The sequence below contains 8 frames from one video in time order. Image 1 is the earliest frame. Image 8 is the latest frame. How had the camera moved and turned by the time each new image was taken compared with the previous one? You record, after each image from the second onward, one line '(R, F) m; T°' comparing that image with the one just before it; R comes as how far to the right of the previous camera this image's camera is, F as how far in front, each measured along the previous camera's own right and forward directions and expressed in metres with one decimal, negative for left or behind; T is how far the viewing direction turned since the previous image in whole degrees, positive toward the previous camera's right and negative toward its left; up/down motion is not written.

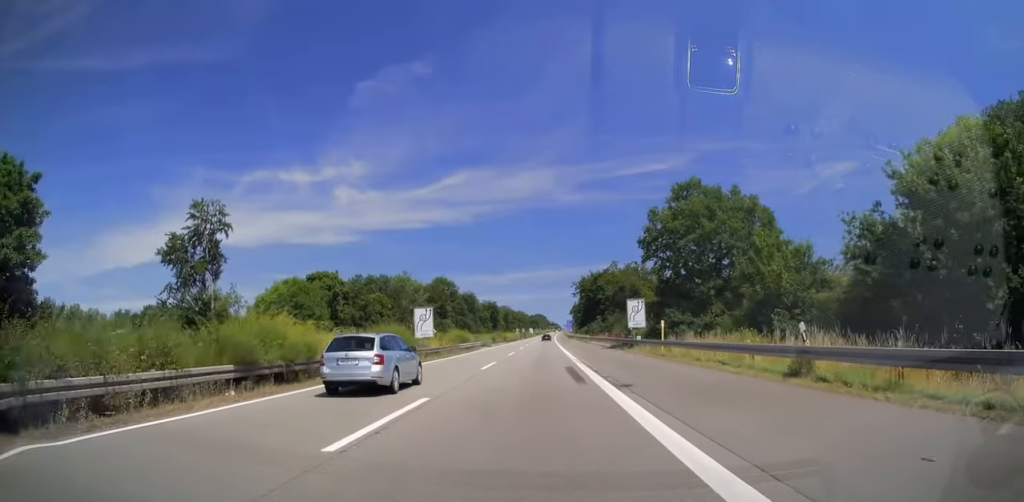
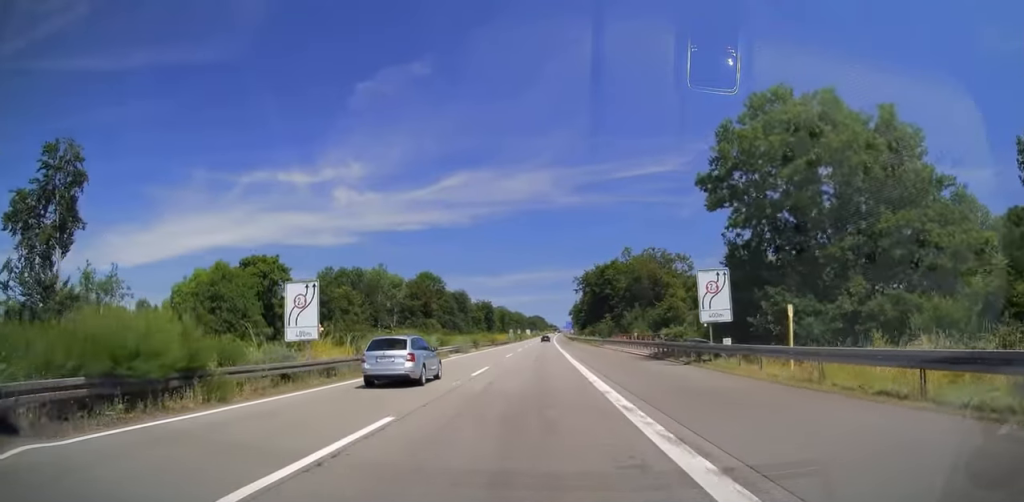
(-0.2, +20.9) m; 0°
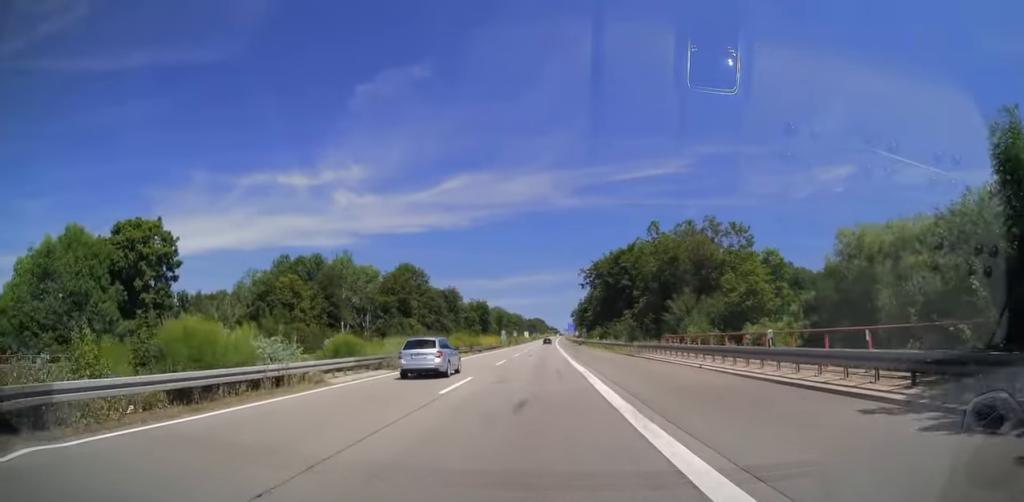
(+0.4, +24.6) m; +1°
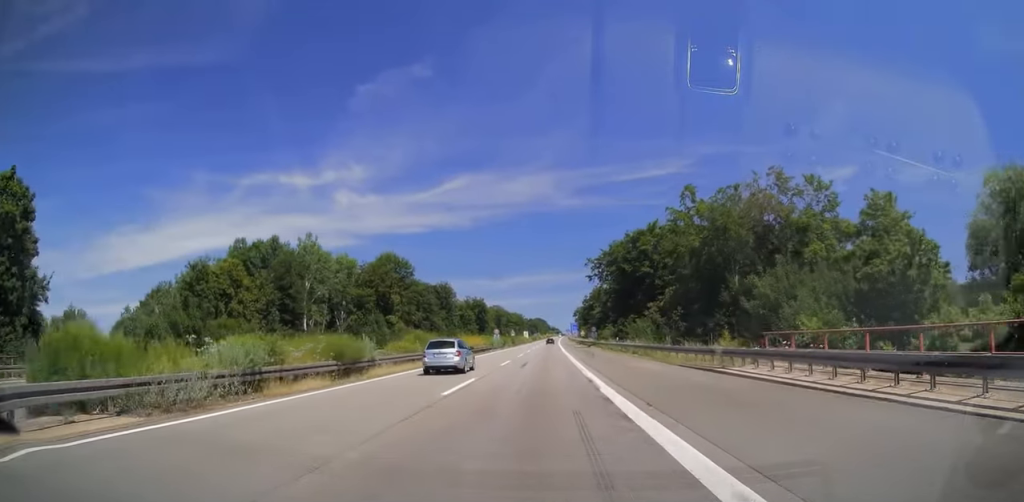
(0.0, +18.1) m; 0°
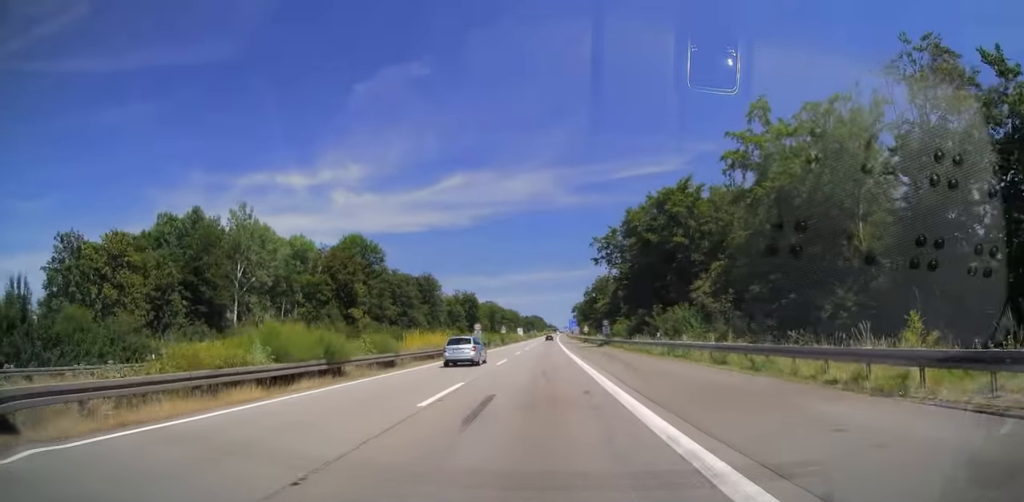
(-0.1, +21.1) m; -1°
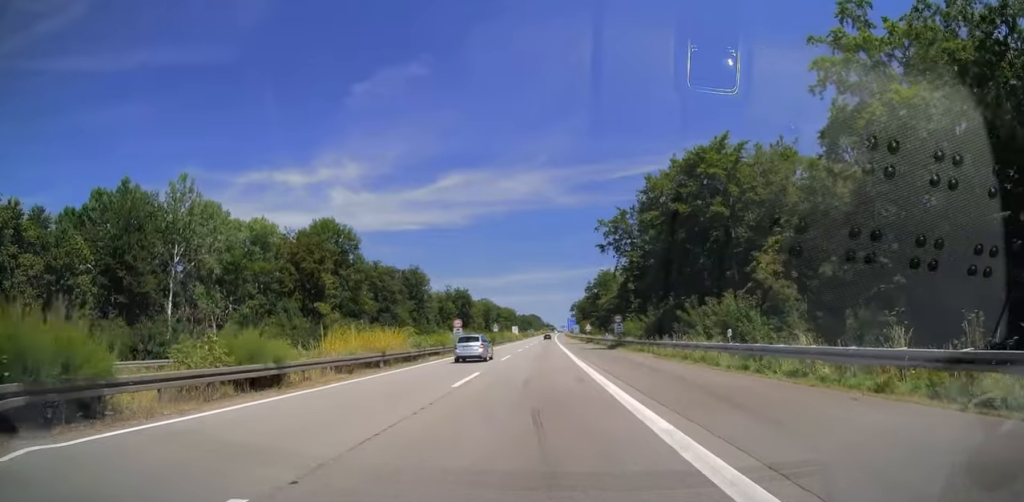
(0.0, +13.6) m; 0°
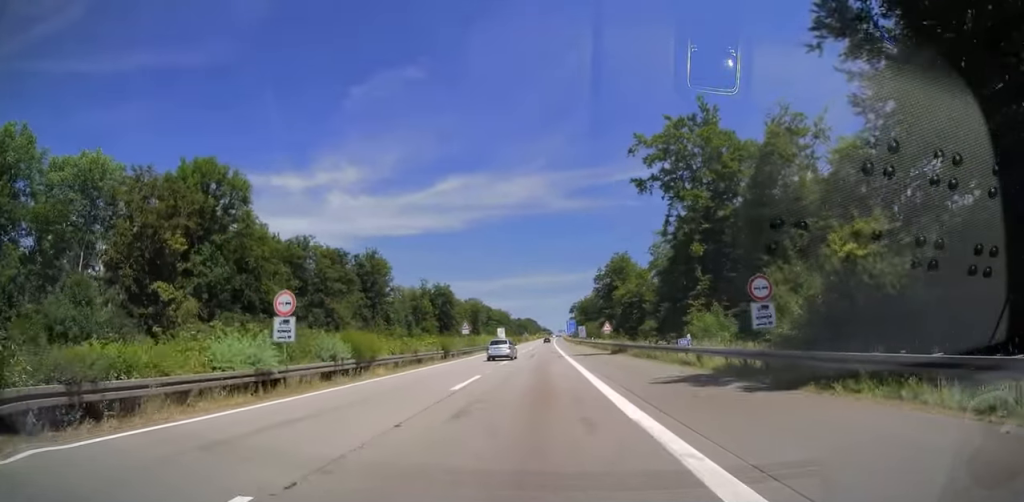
(+0.2, +35.7) m; +1°
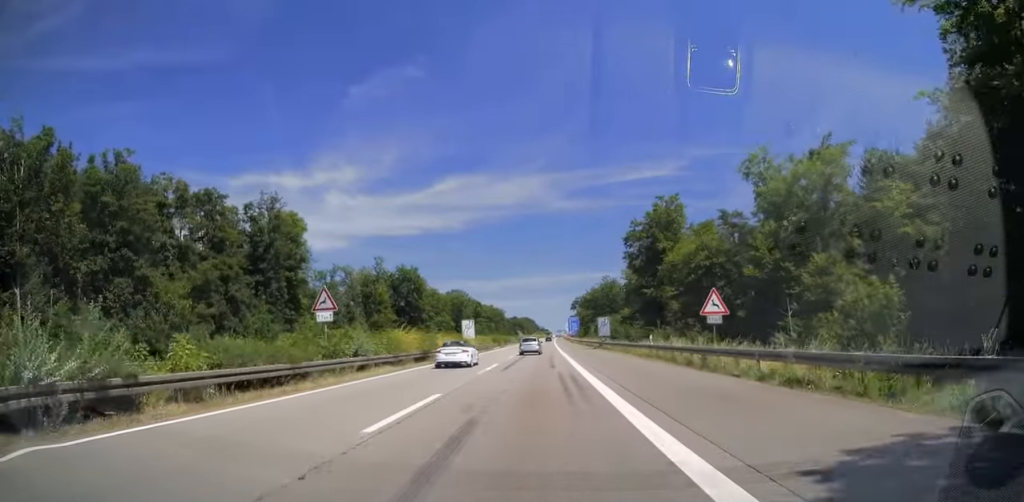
(+0.2, +43.4) m; +1°
